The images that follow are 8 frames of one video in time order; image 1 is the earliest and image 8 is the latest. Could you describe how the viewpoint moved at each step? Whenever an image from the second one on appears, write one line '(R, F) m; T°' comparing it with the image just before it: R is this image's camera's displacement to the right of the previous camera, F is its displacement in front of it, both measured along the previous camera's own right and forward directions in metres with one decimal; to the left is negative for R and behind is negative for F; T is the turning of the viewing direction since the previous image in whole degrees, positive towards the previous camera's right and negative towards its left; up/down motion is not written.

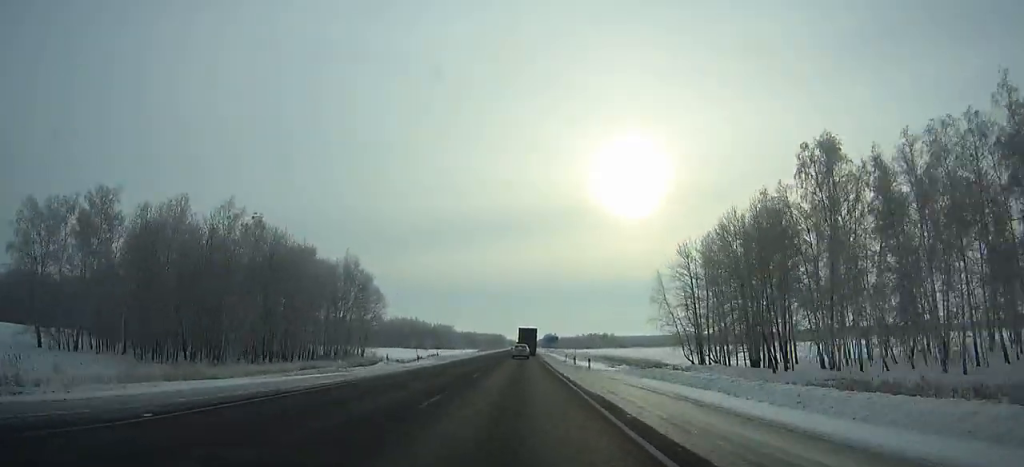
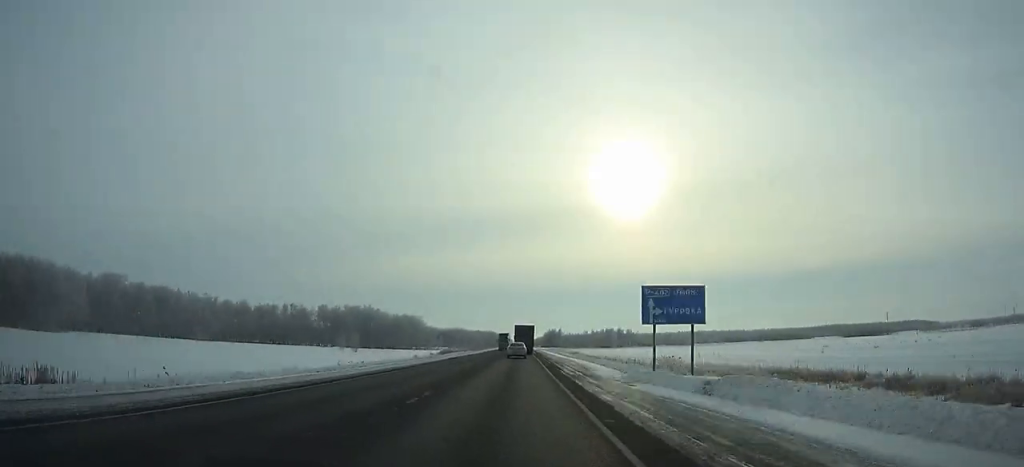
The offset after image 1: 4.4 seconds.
(-0.1, +105.1) m; 0°
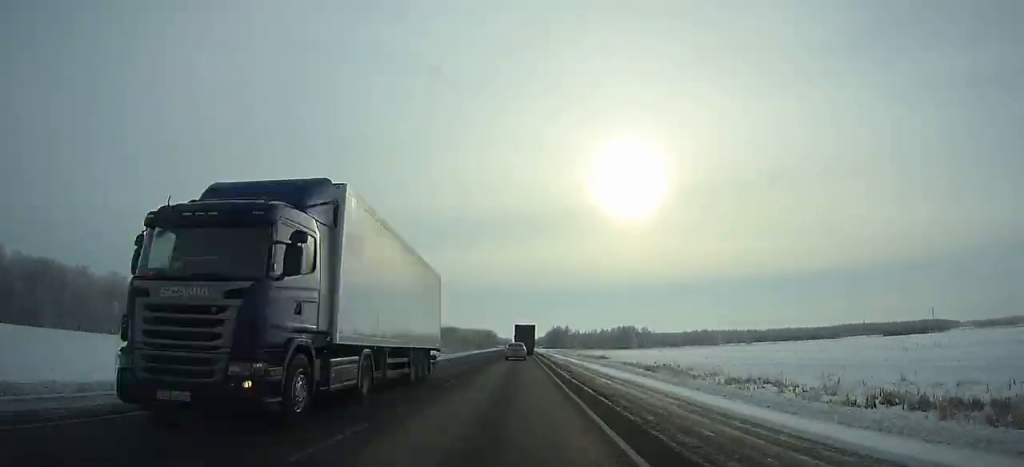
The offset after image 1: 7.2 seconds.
(-0.1, +64.3) m; 0°
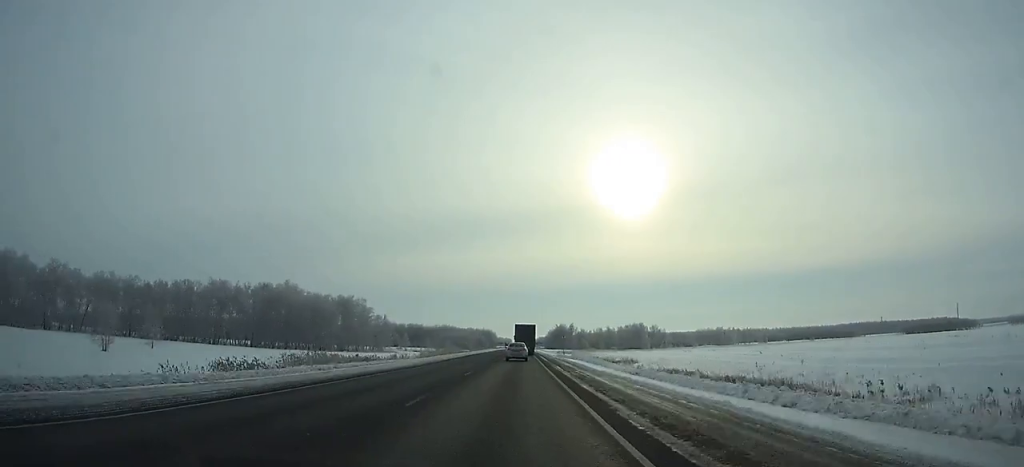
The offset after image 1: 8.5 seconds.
(+0.1, +29.3) m; 0°
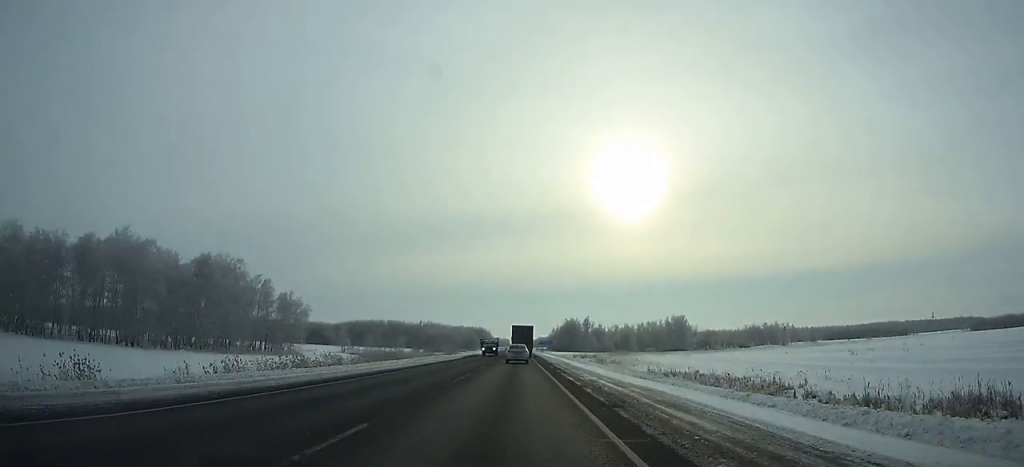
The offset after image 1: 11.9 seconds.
(+0.2, +75.4) m; 0°
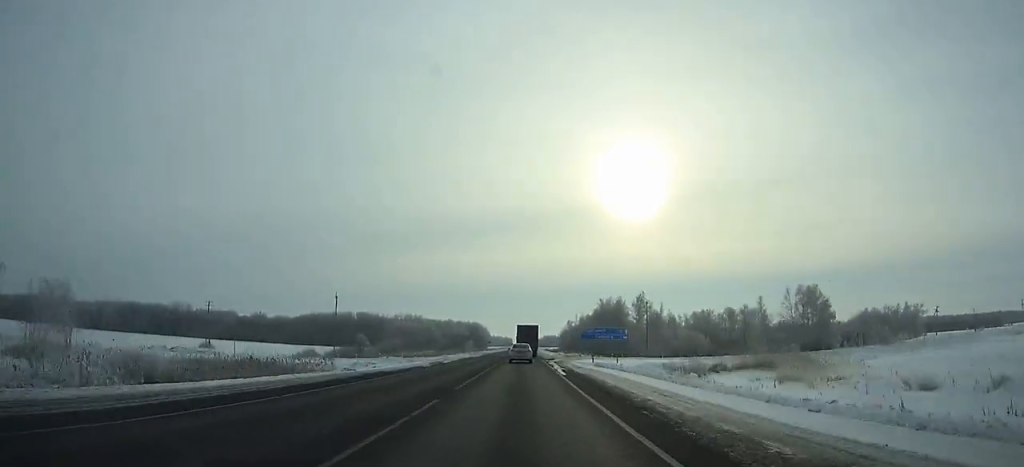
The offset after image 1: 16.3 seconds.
(0.0, +95.2) m; 0°
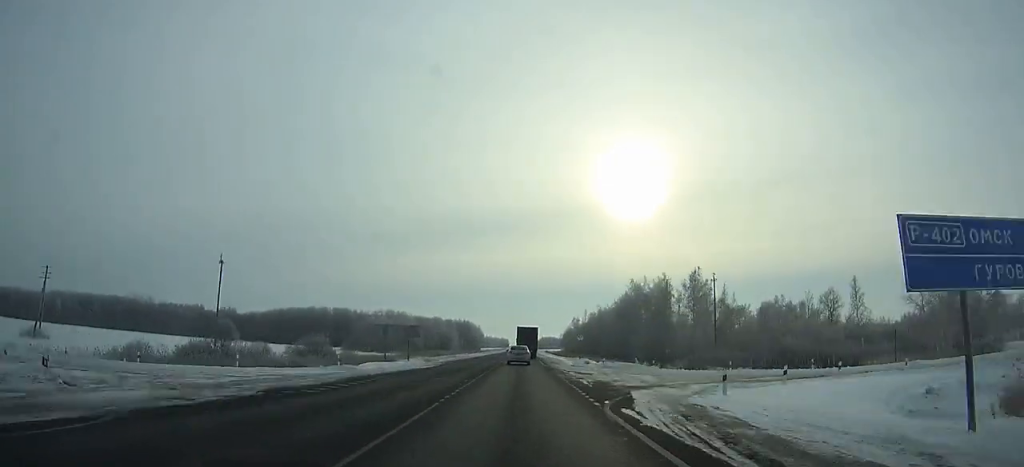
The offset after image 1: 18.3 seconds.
(0.0, +42.5) m; 0°
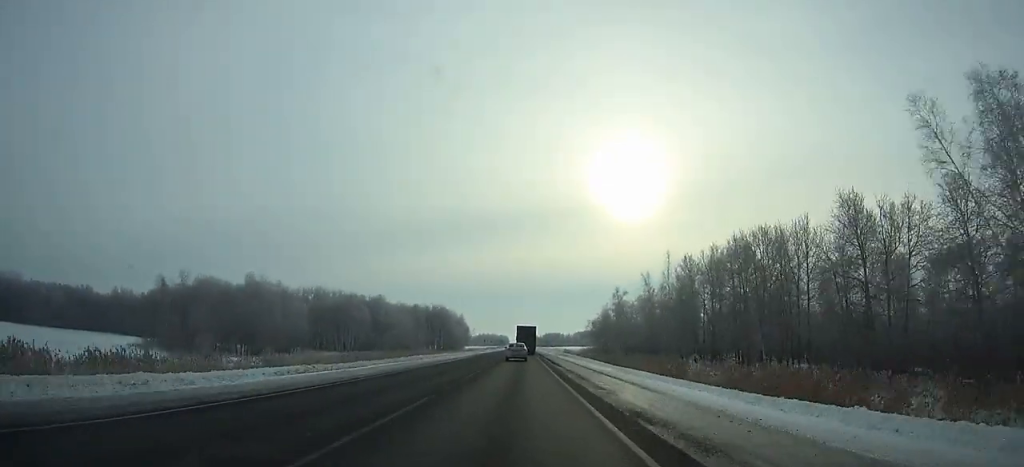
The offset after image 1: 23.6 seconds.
(0.0, +111.3) m; 0°
